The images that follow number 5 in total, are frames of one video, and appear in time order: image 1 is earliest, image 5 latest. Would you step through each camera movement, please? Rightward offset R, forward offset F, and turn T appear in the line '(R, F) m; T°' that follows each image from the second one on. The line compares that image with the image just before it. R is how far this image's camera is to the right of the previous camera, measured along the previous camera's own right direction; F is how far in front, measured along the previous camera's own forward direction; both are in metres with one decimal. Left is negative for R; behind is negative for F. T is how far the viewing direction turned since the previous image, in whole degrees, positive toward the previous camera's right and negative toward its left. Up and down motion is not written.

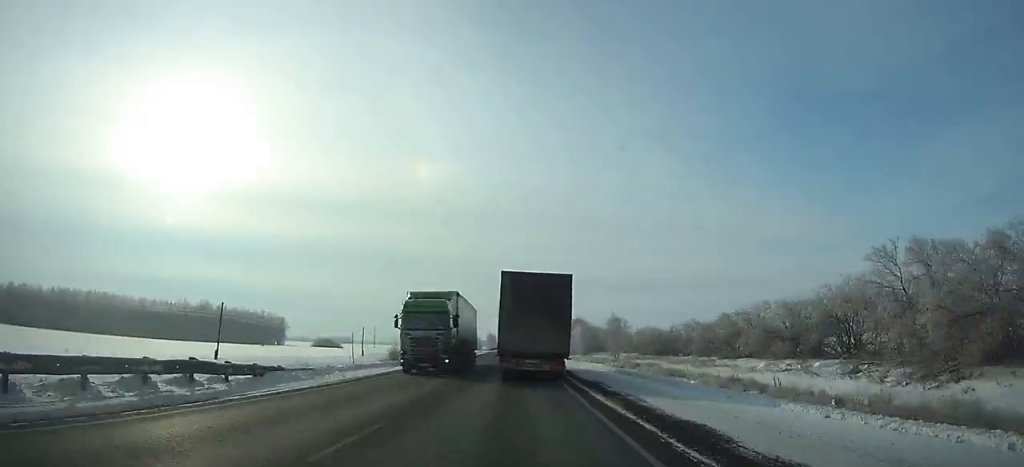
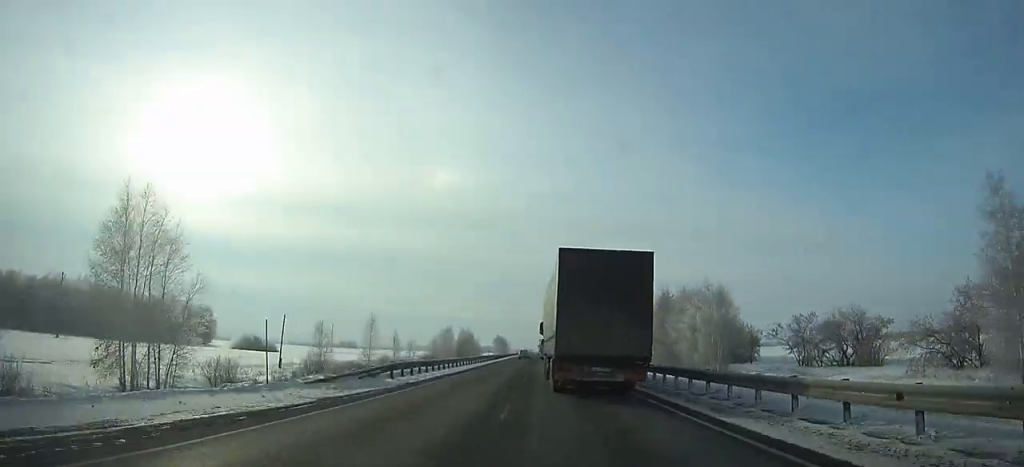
(-1.5, +123.3) m; -1°
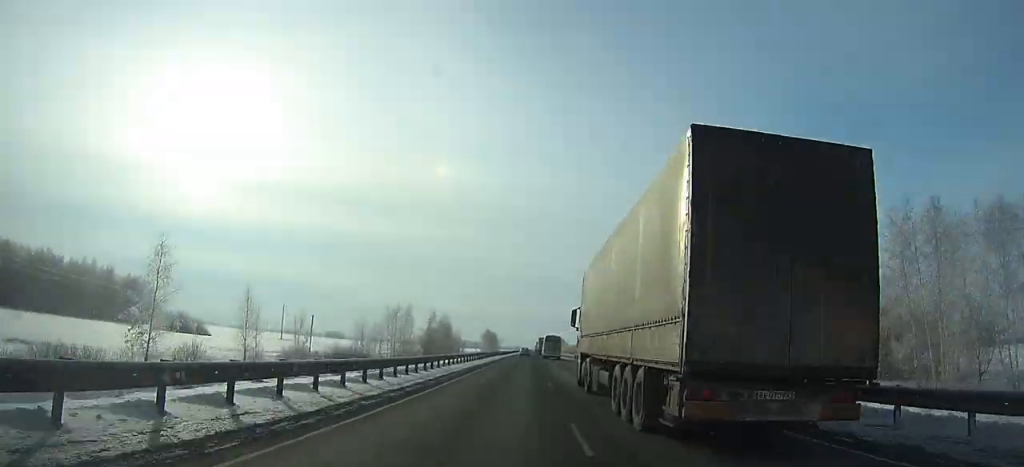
(-0.3, +53.0) m; 0°
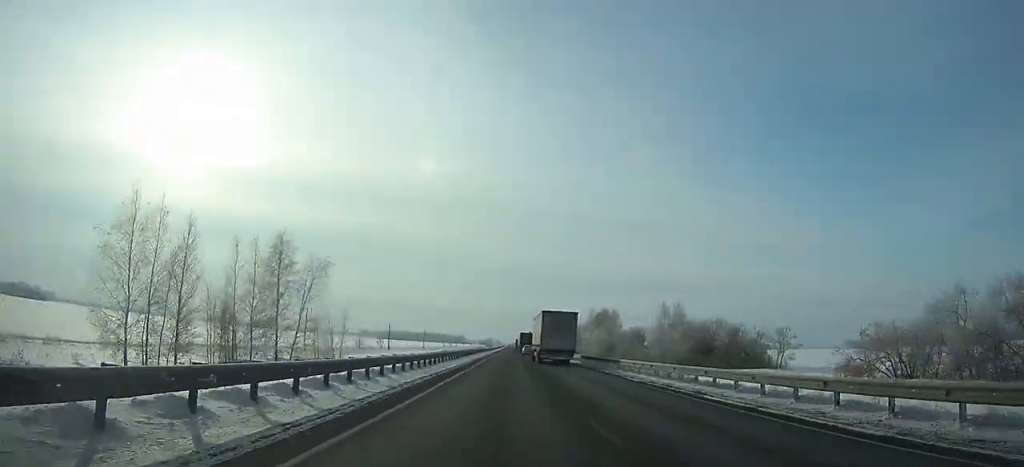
(+7.3, +303.2) m; +3°
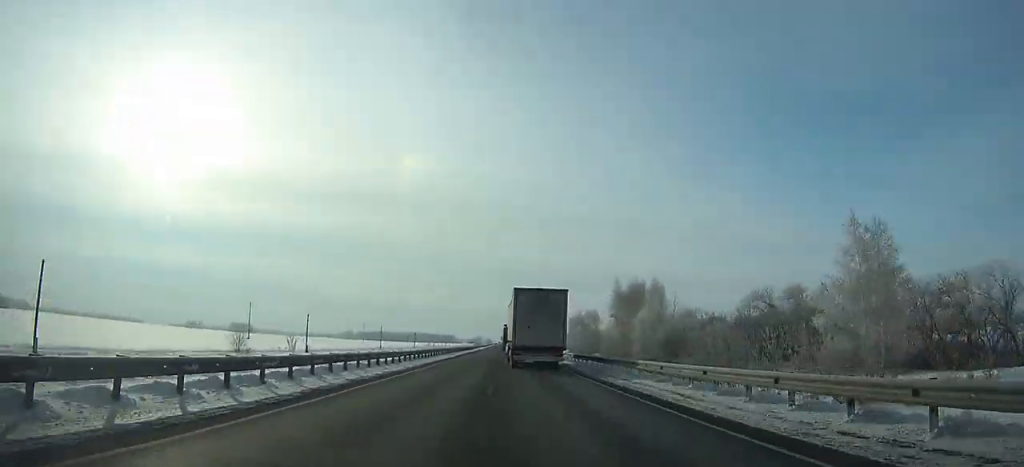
(+0.2, +49.0) m; 0°
